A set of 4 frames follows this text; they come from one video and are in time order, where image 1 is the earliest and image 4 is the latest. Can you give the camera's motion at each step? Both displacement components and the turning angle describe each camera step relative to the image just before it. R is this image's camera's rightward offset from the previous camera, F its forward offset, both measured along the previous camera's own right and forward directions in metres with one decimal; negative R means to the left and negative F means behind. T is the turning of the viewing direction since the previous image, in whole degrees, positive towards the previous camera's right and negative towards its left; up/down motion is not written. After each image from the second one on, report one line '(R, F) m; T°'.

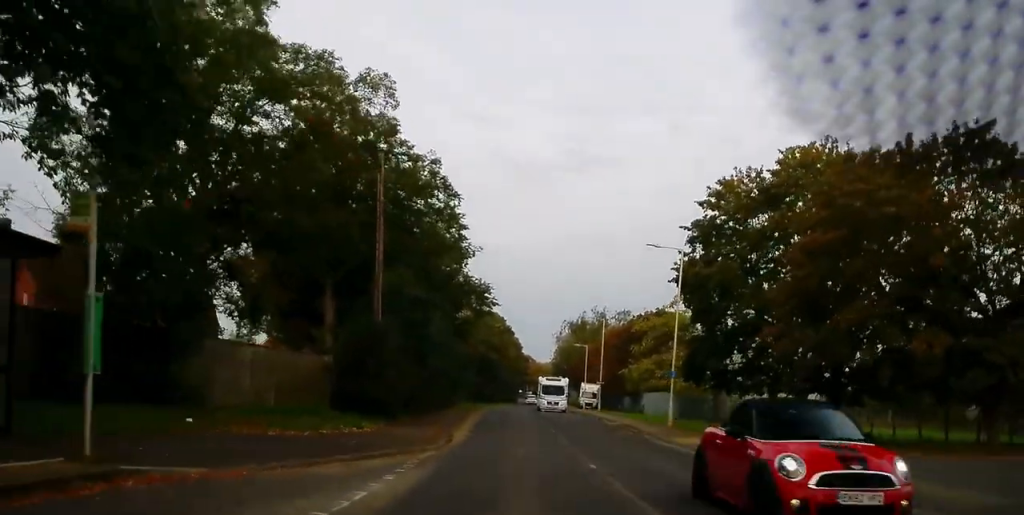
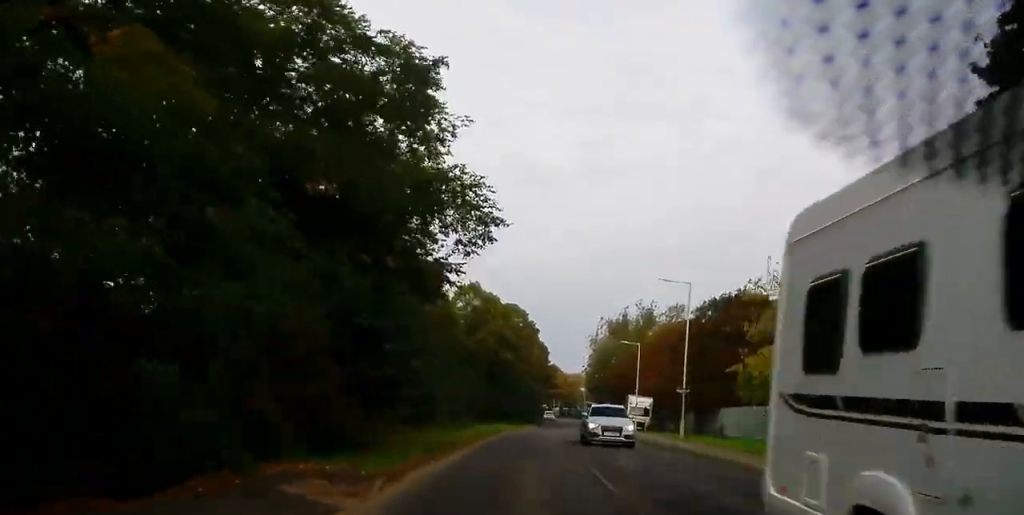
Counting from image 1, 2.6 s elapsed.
(+0.3, +26.9) m; -2°
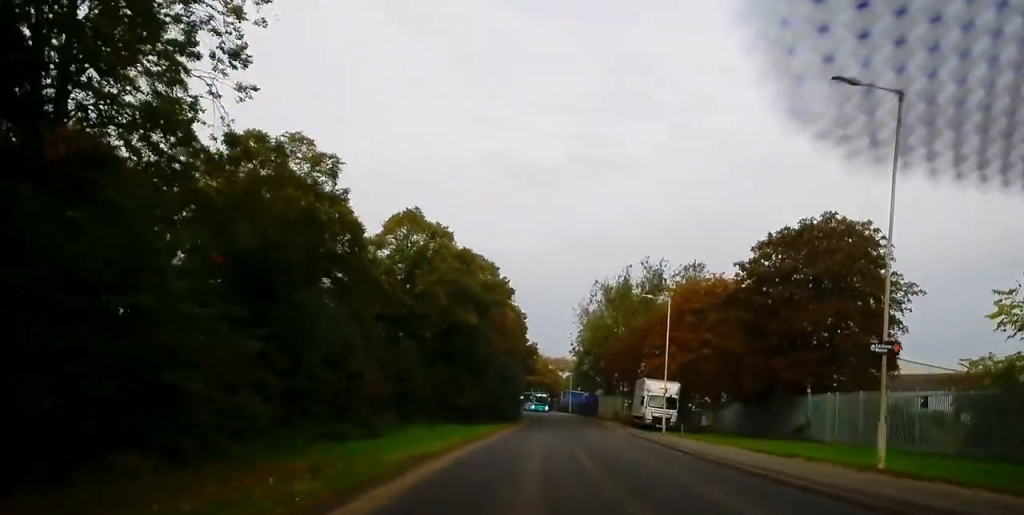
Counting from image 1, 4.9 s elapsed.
(-0.5, +24.5) m; +3°
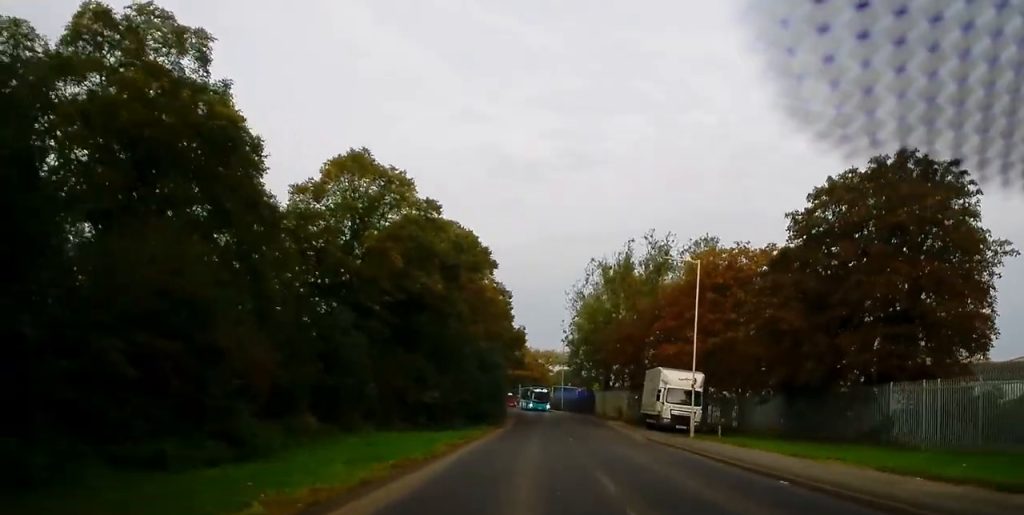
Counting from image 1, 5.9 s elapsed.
(+0.1, +10.9) m; 0°
